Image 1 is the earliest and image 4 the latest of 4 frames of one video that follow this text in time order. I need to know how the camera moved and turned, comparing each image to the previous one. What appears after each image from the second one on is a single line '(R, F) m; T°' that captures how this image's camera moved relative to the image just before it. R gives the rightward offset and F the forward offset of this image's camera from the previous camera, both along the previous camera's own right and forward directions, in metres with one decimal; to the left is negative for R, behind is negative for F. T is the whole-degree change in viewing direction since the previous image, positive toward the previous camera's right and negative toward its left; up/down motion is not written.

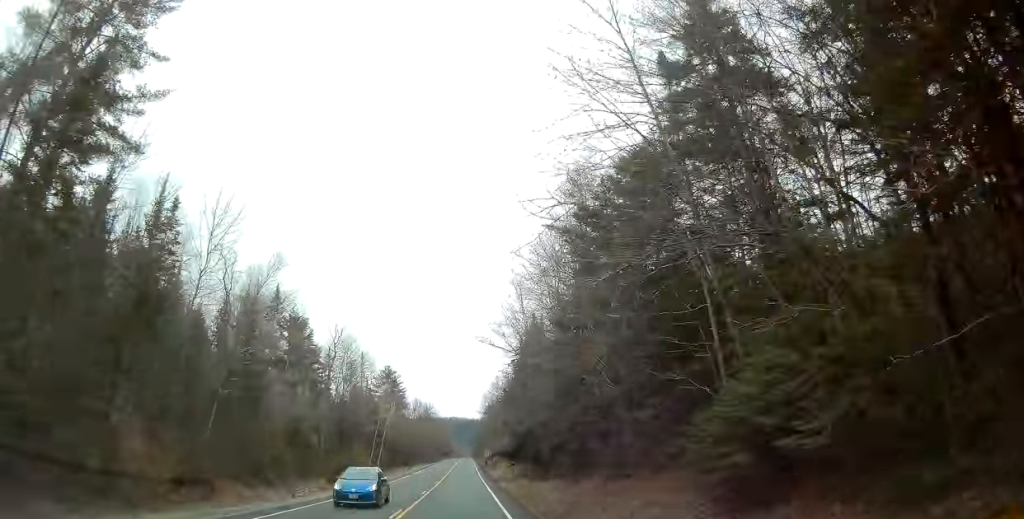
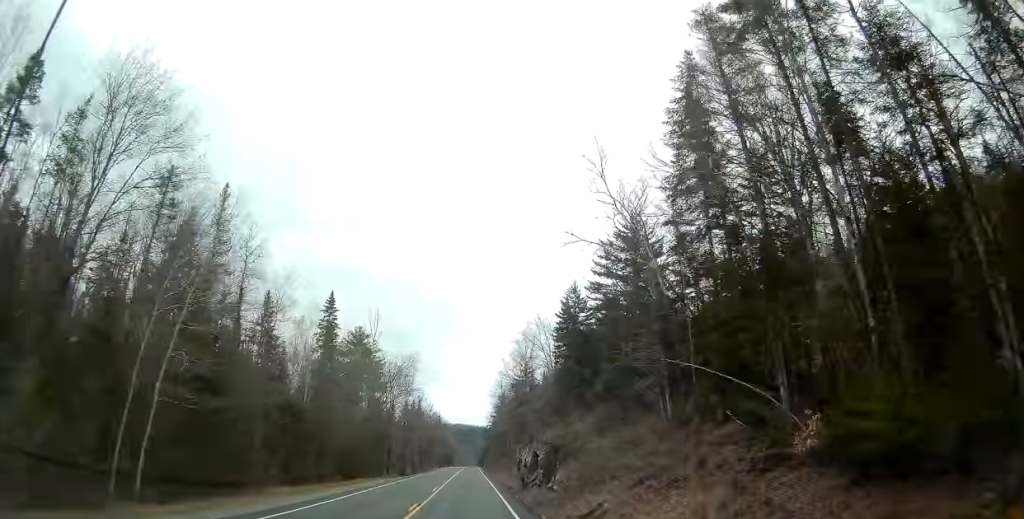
(+1.5, +56.5) m; +1°
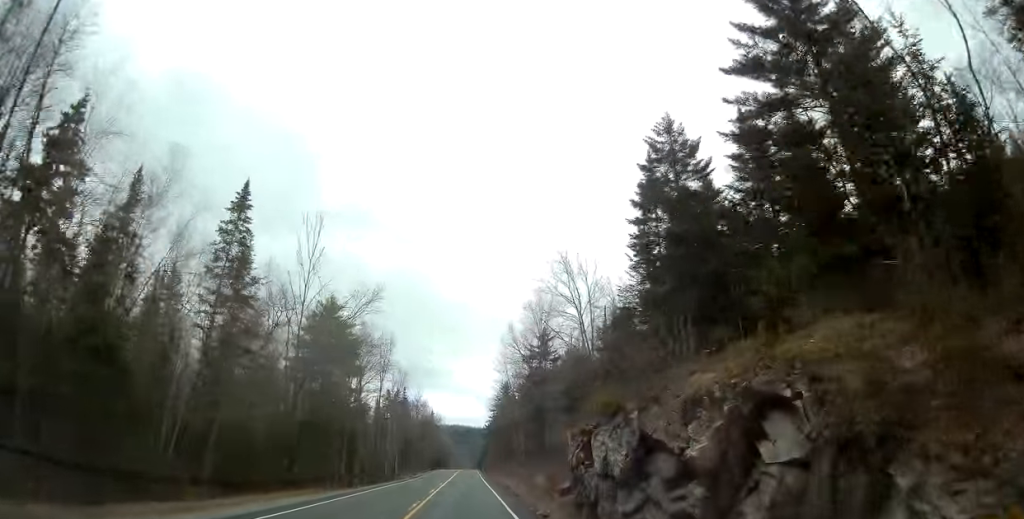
(+0.1, +22.6) m; 0°
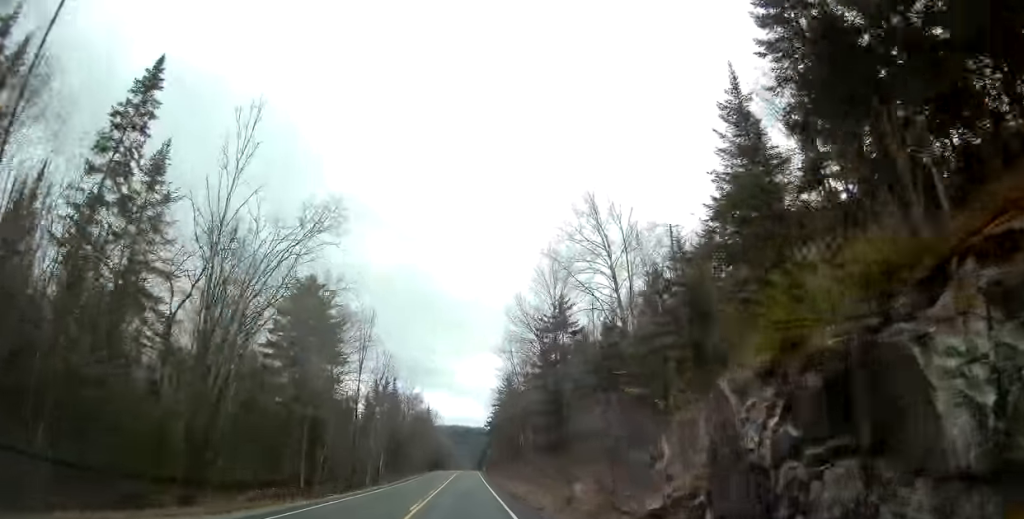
(-0.1, +12.4) m; -1°
